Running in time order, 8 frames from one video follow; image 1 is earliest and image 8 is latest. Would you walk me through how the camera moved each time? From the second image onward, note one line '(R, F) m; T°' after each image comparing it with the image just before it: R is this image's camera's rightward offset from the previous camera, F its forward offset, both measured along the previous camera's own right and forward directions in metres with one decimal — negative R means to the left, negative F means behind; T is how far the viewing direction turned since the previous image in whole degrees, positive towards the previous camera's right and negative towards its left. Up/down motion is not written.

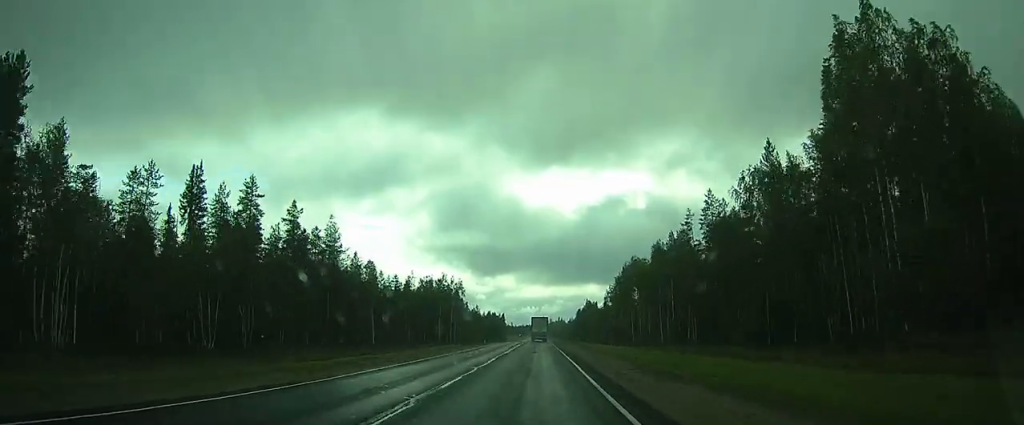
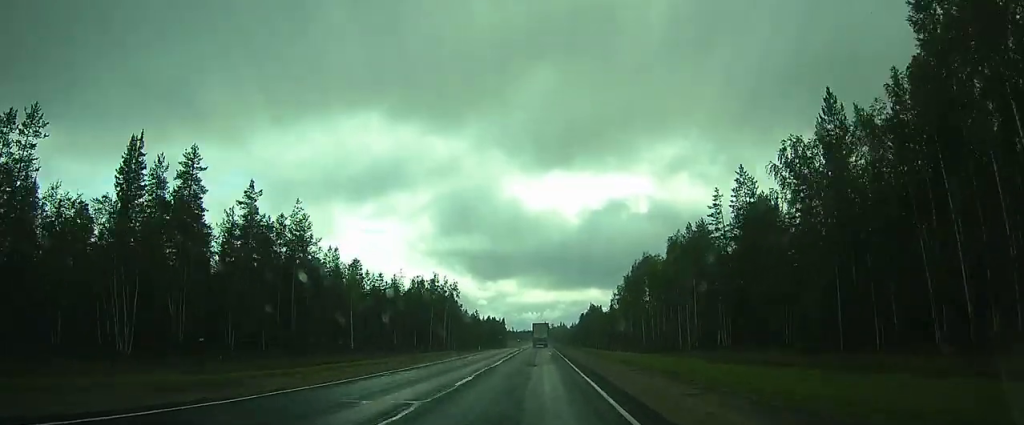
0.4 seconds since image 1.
(0.0, +8.6) m; 0°
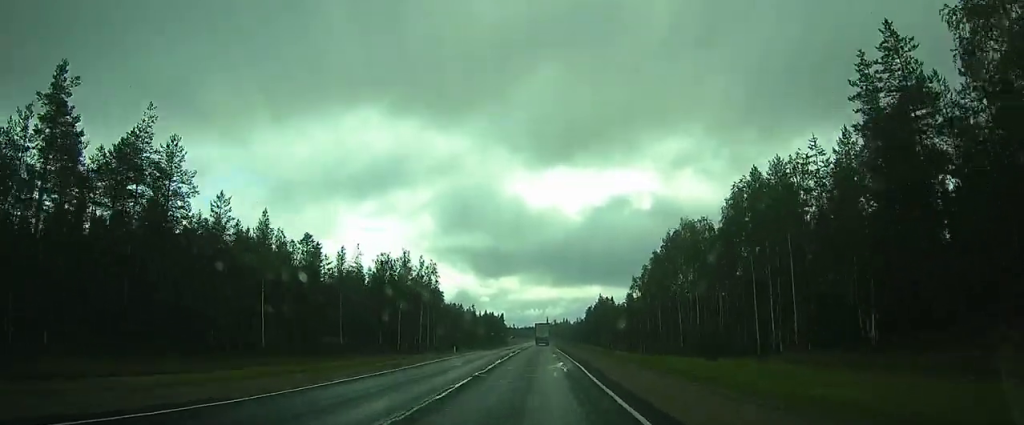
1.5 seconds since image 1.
(0.0, +22.4) m; 0°
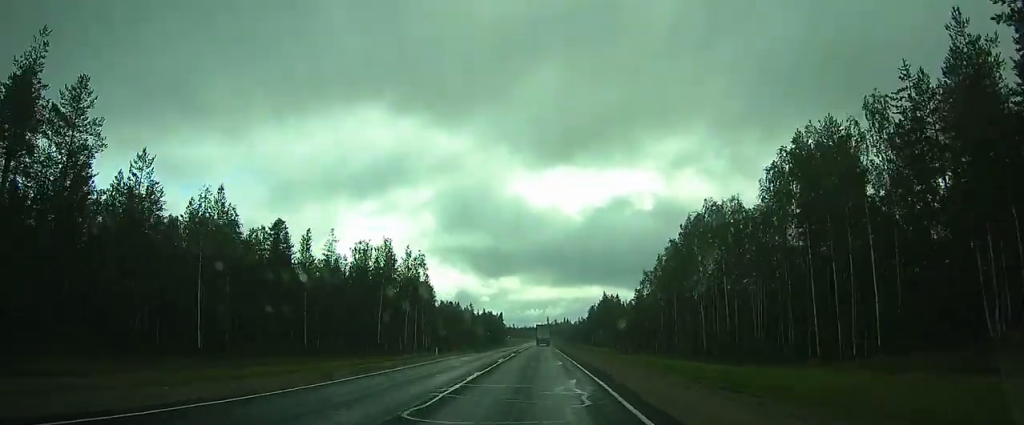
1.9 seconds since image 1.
(0.0, +10.0) m; 0°
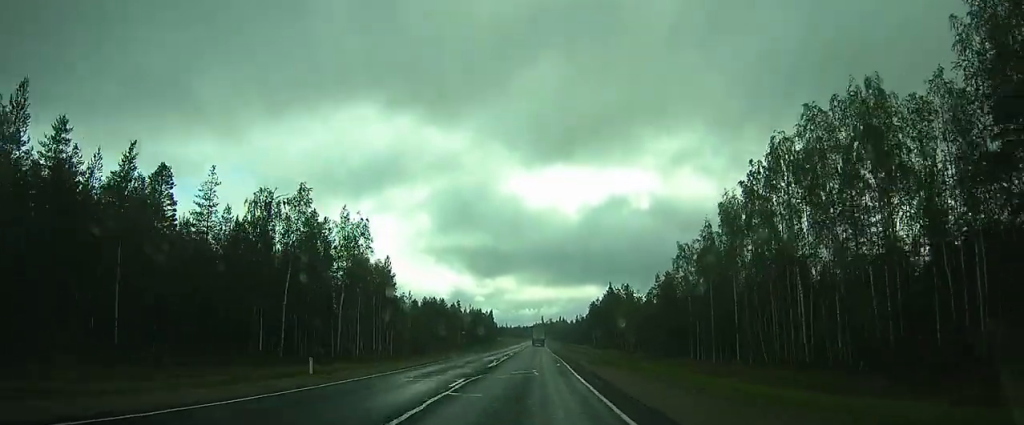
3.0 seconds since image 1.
(+0.1, +27.8) m; 0°
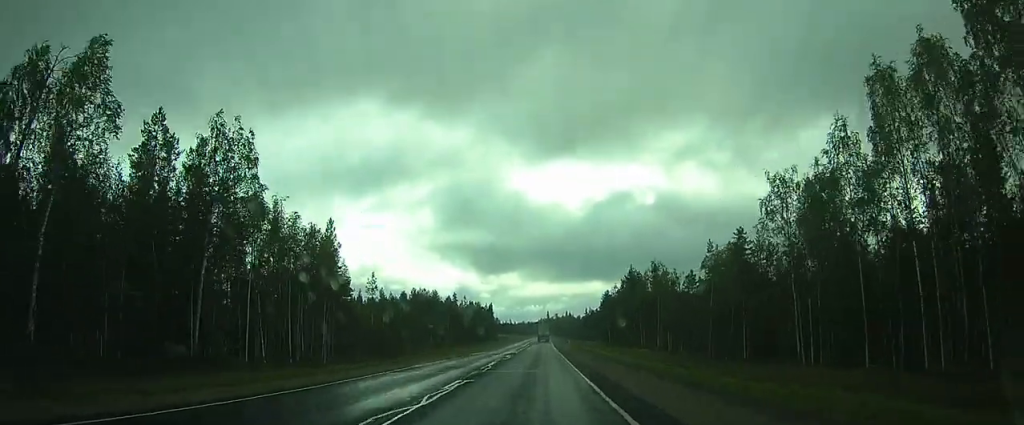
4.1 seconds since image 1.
(-0.1, +30.3) m; -1°
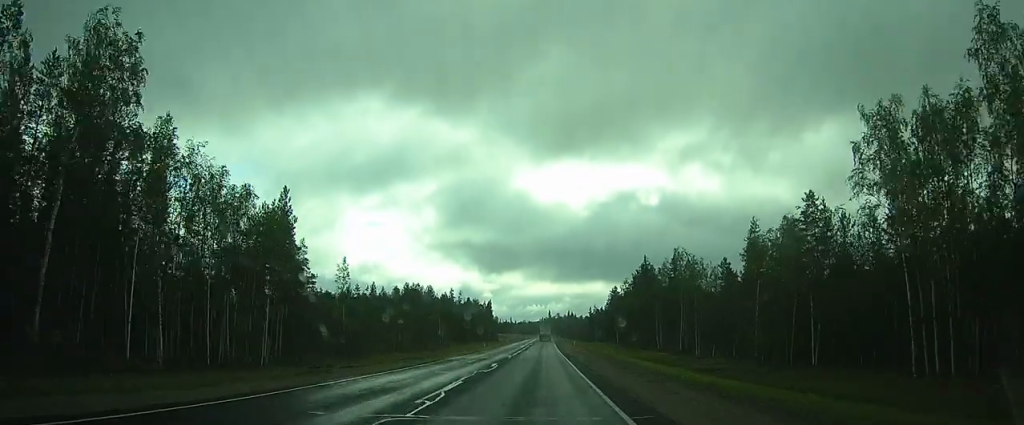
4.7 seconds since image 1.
(-0.1, +14.6) m; -1°
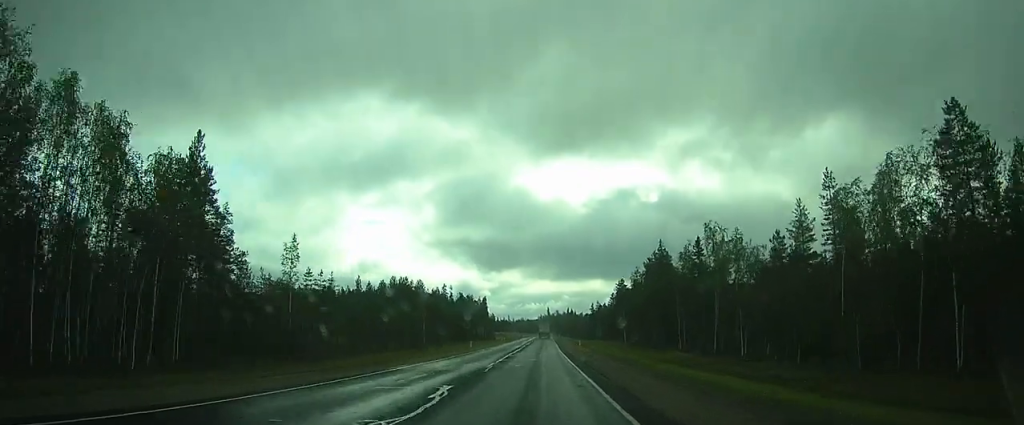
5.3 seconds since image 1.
(-0.1, +16.1) m; 0°
